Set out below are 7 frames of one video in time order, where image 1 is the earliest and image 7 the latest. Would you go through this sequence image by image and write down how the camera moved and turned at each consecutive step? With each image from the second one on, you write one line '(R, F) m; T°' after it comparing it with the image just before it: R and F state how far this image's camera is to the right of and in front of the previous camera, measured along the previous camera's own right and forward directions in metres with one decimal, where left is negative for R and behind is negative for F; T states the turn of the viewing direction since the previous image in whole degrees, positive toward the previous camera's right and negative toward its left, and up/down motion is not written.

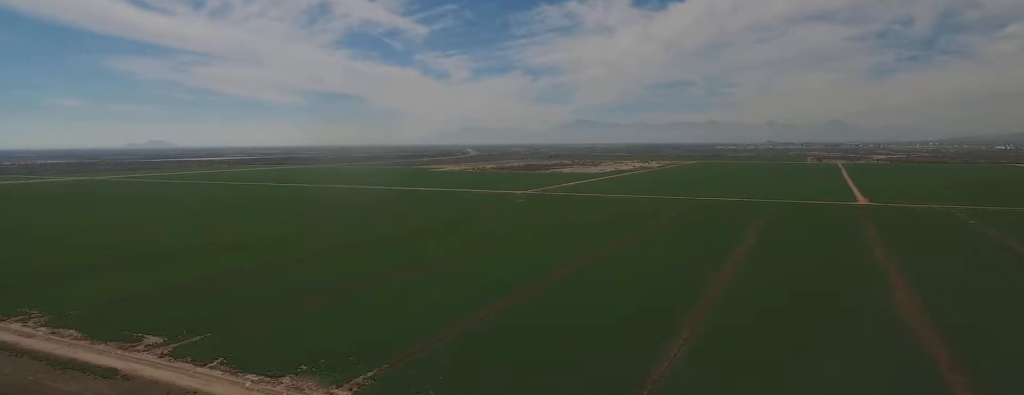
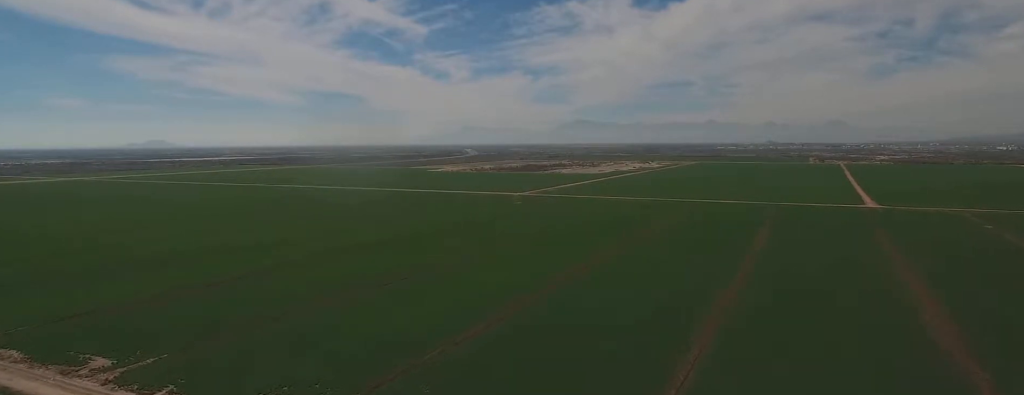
(+0.1, +13.9) m; +1°
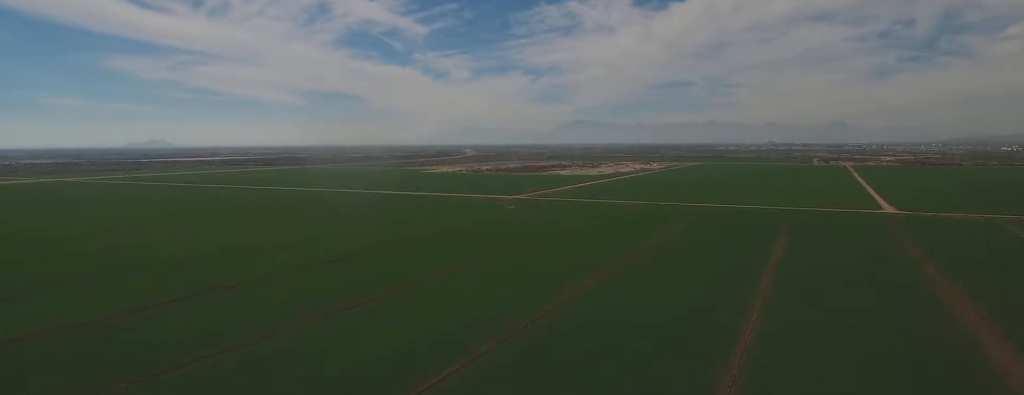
(+0.1, +26.5) m; 0°
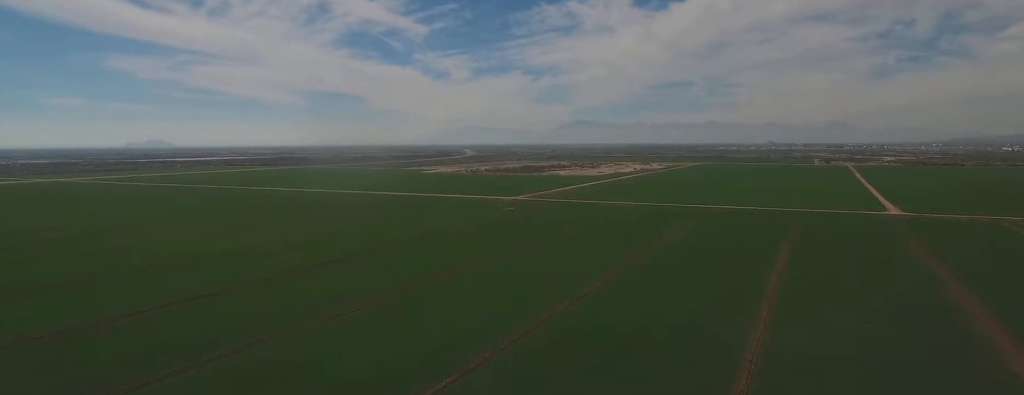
(0.0, +6.9) m; 0°
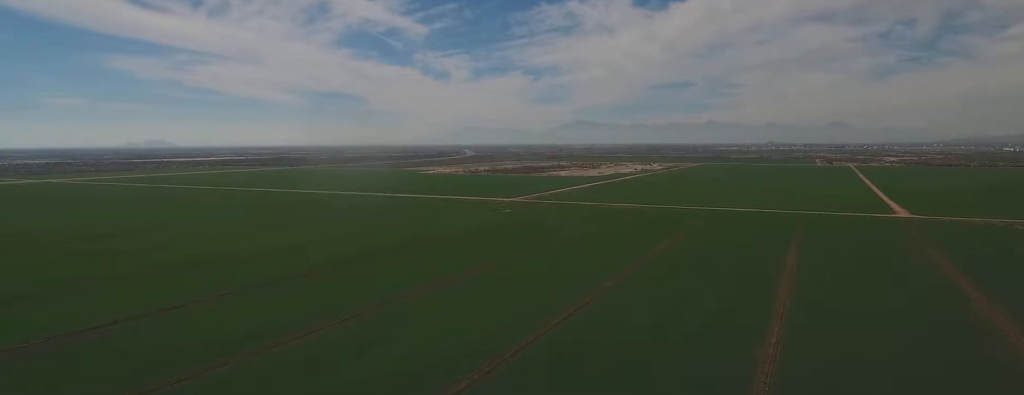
(0.0, +10.3) m; 0°
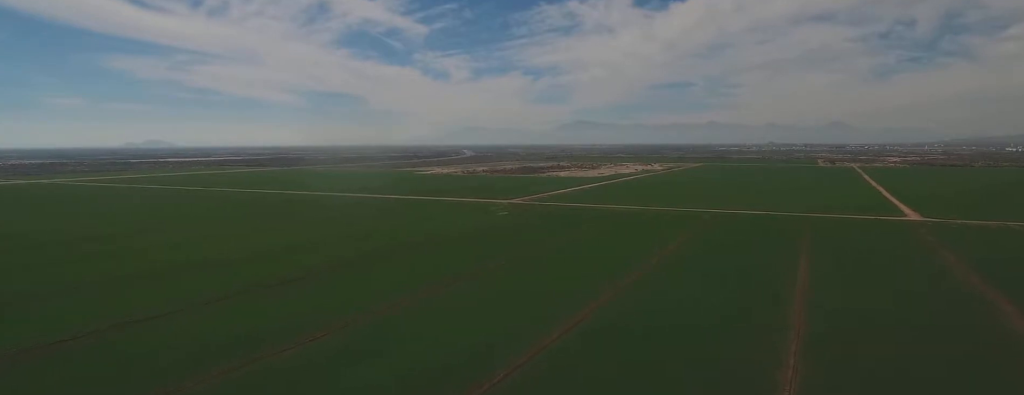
(0.0, +13.4) m; 0°
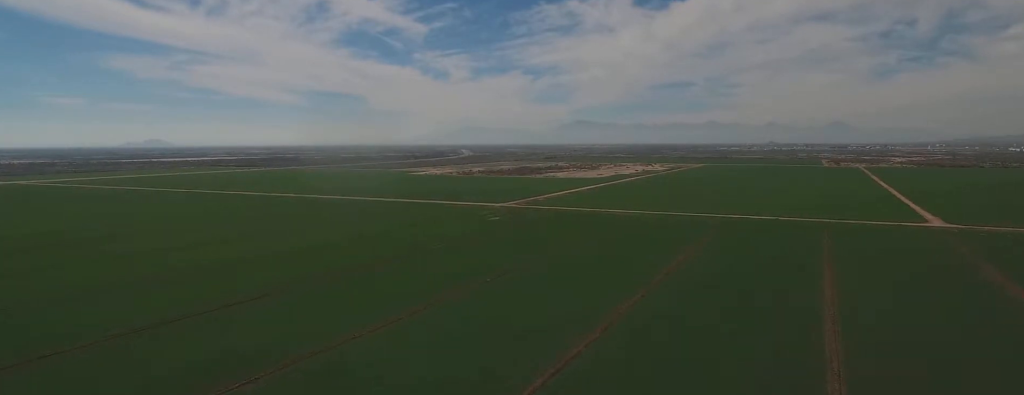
(-0.1, +26.8) m; 0°
